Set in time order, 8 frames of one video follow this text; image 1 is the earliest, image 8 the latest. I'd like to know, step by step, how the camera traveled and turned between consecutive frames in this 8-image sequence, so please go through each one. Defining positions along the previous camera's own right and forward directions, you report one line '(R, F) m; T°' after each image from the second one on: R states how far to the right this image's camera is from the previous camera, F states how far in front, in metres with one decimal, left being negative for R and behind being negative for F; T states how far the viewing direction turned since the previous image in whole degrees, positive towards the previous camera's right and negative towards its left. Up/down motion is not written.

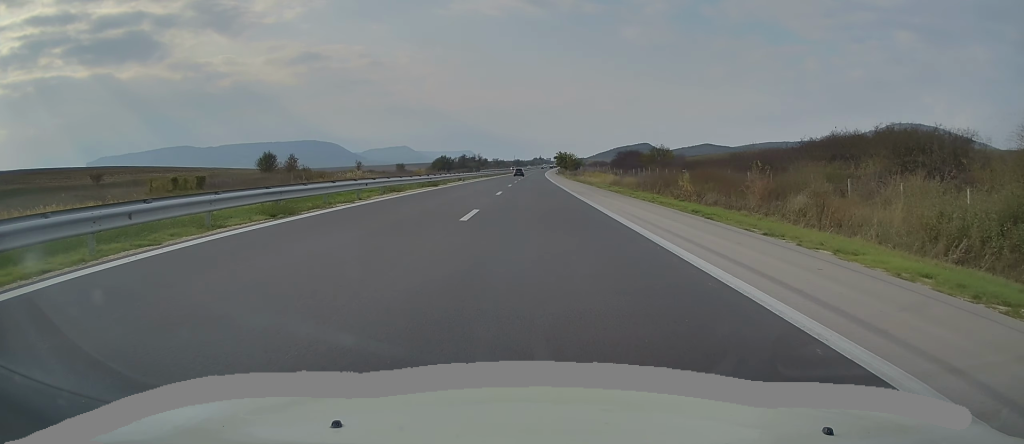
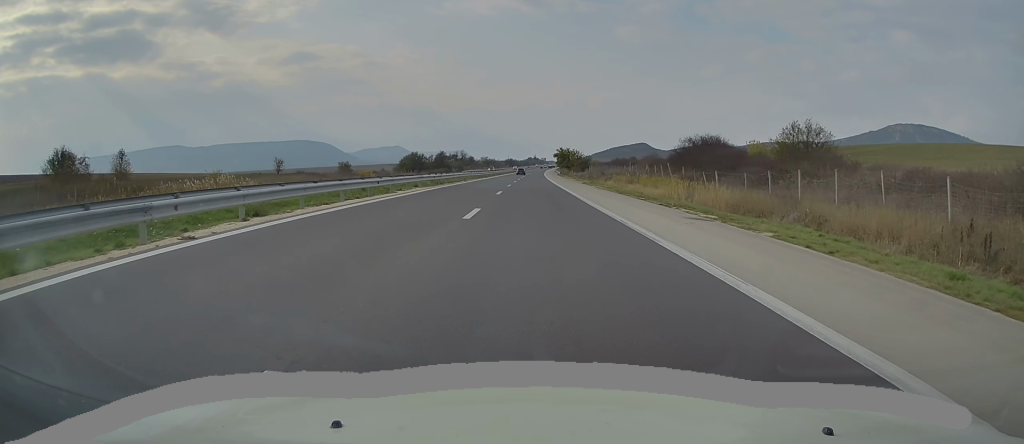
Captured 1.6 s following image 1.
(+0.6, +46.4) m; +1°
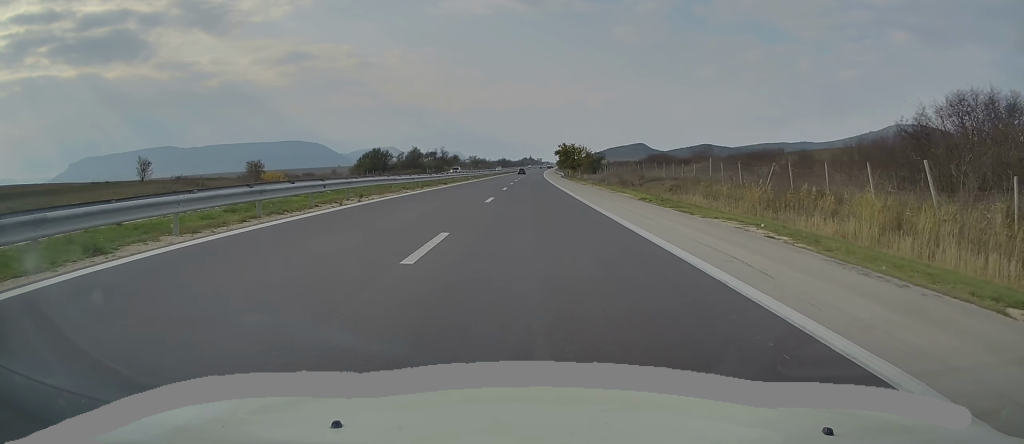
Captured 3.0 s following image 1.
(-0.2, +38.8) m; 0°
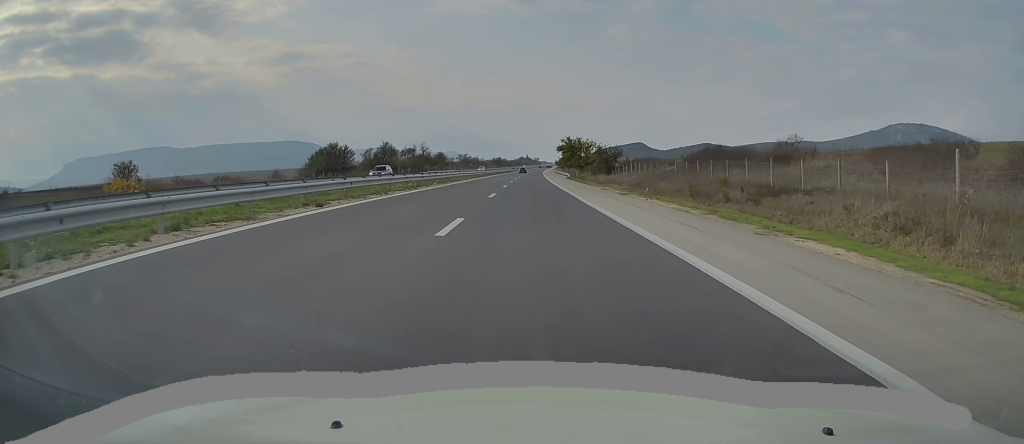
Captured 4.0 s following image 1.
(+0.3, +28.2) m; +1°
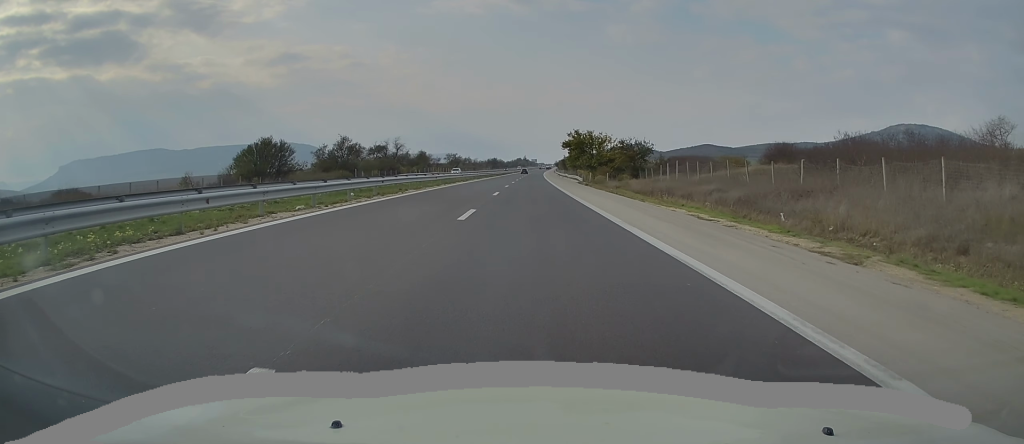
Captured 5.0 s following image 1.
(0.0, +27.2) m; 0°
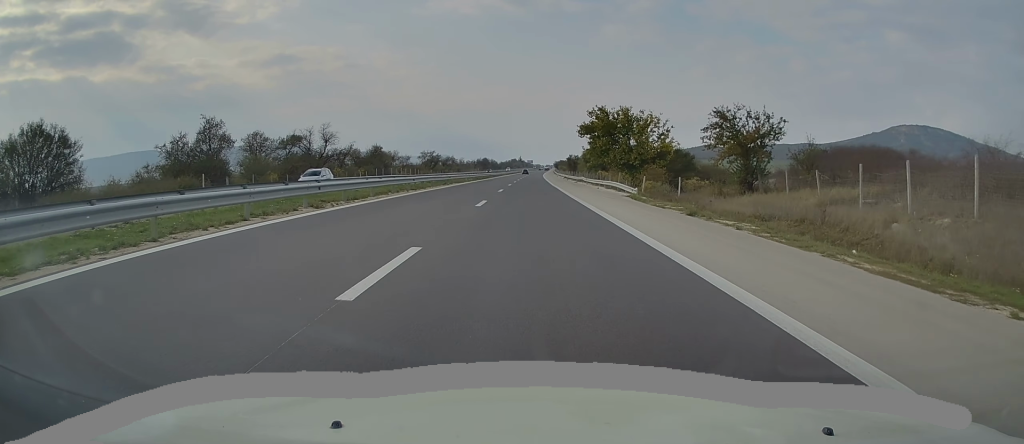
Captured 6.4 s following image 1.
(+0.5, +41.1) m; +1°
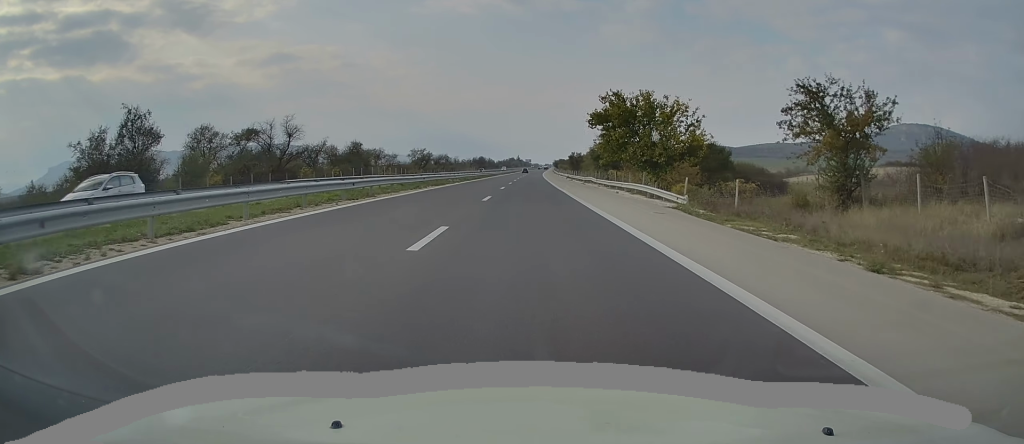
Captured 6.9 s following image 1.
(-0.1, +12.1) m; 0°
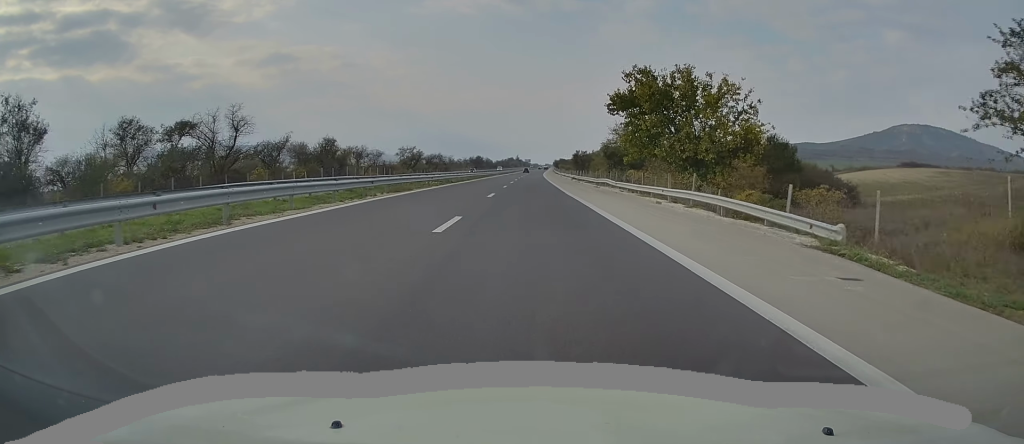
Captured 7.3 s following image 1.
(-0.2, +13.0) m; 0°
